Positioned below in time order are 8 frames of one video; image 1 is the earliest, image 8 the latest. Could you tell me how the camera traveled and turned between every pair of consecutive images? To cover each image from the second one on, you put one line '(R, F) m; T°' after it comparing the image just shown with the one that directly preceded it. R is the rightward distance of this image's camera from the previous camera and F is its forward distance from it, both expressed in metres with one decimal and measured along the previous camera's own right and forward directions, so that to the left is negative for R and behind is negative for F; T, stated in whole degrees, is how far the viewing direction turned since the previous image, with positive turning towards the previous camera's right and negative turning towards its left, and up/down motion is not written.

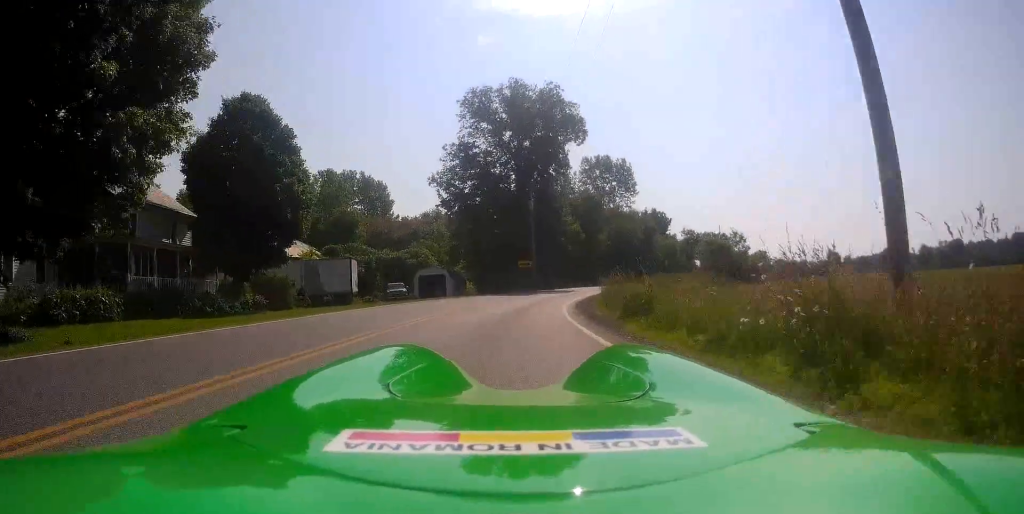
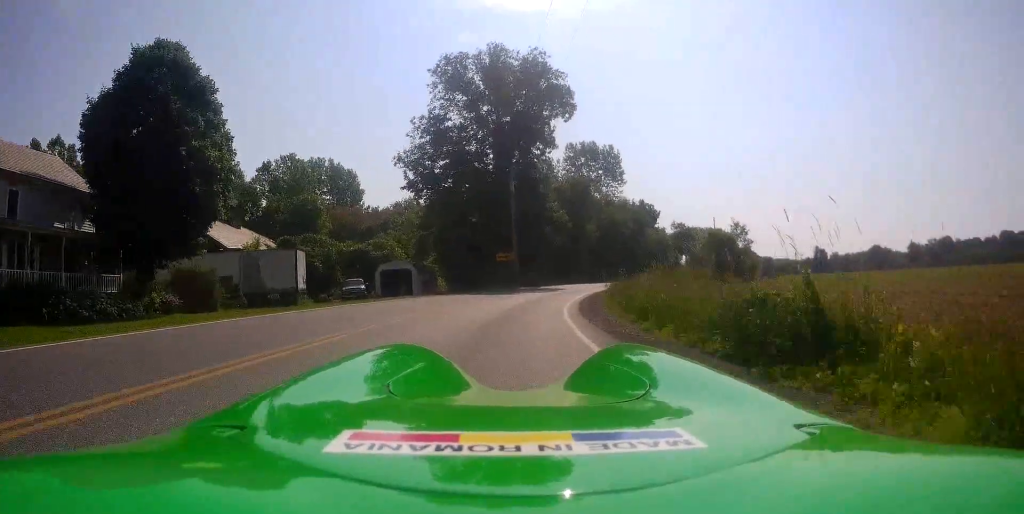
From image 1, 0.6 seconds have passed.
(0.0, +7.6) m; +1°
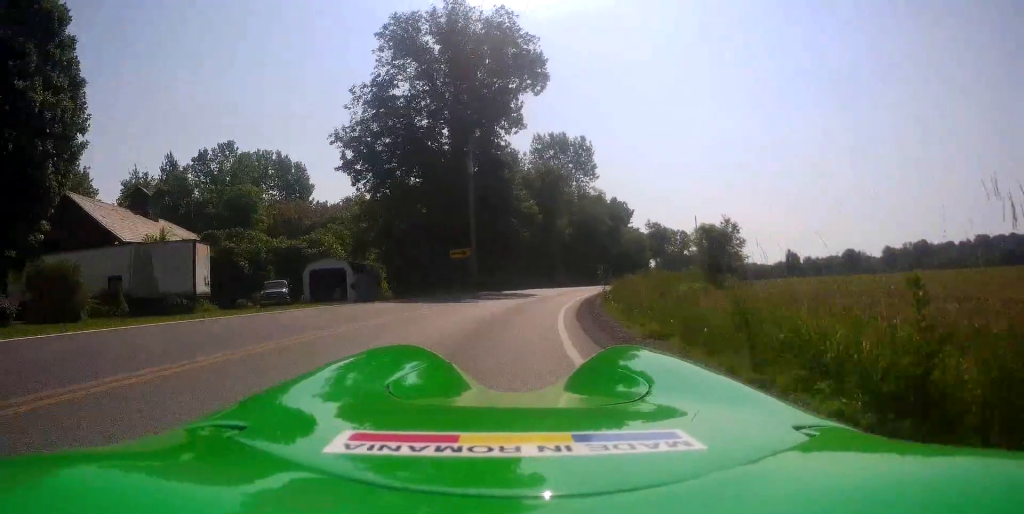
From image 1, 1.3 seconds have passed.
(-0.1, +9.1) m; +4°
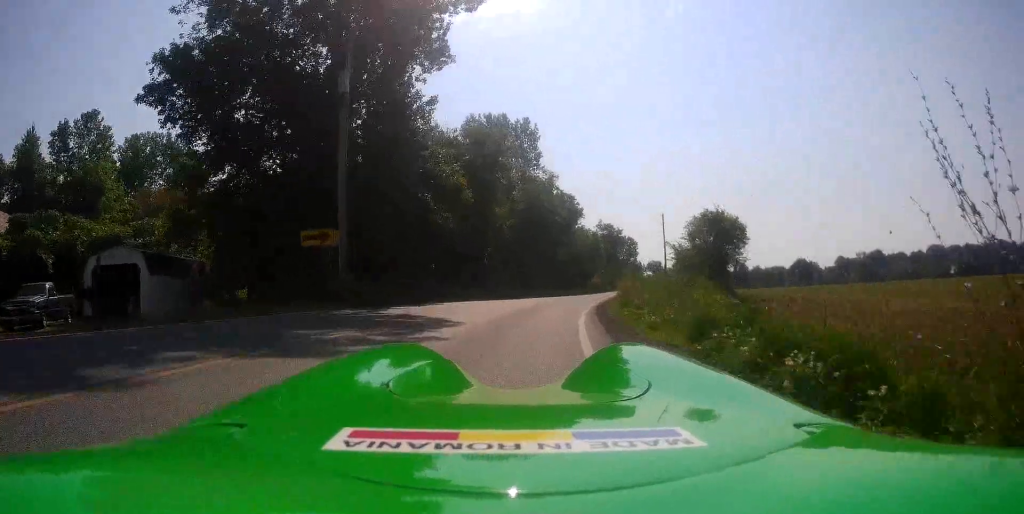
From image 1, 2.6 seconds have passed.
(+1.6, +16.9) m; +8°
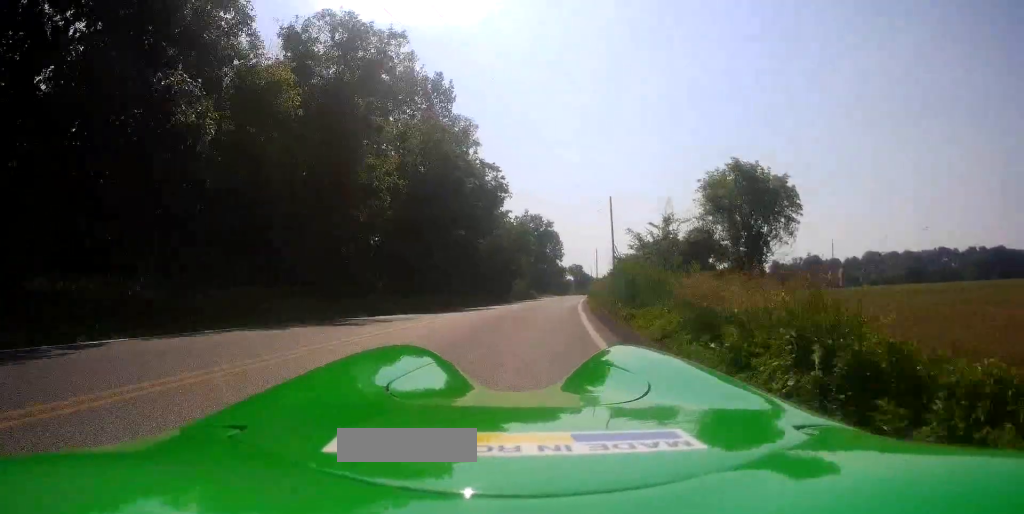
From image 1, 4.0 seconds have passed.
(+0.7, +17.2) m; +6°
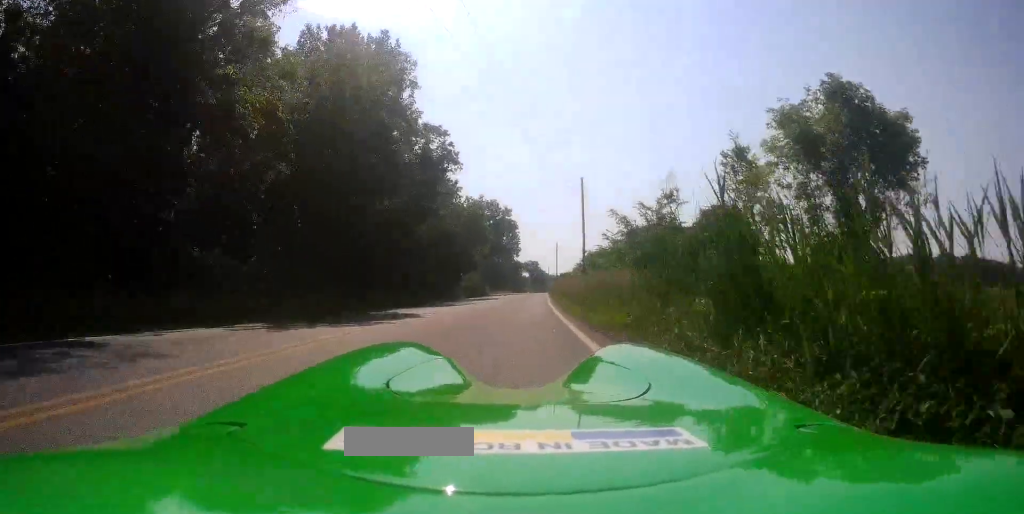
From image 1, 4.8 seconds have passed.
(+0.4, +9.8) m; +3°
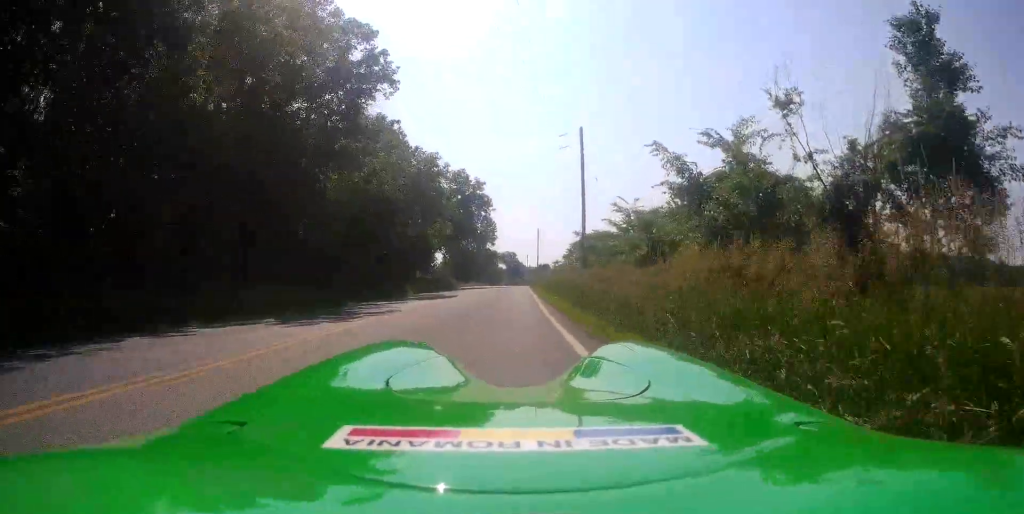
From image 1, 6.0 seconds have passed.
(+0.4, +14.9) m; +1°
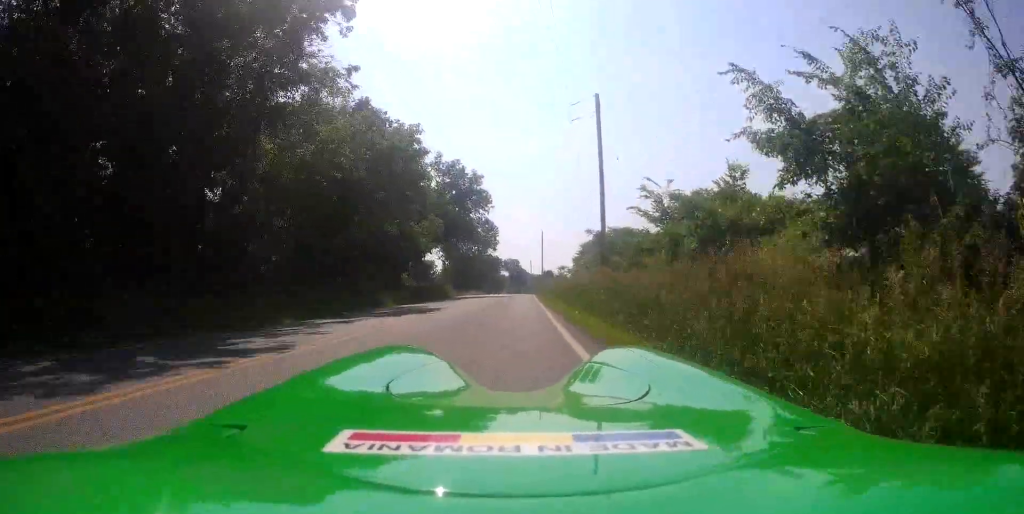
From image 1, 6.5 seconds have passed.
(+0.1, +6.7) m; 0°
